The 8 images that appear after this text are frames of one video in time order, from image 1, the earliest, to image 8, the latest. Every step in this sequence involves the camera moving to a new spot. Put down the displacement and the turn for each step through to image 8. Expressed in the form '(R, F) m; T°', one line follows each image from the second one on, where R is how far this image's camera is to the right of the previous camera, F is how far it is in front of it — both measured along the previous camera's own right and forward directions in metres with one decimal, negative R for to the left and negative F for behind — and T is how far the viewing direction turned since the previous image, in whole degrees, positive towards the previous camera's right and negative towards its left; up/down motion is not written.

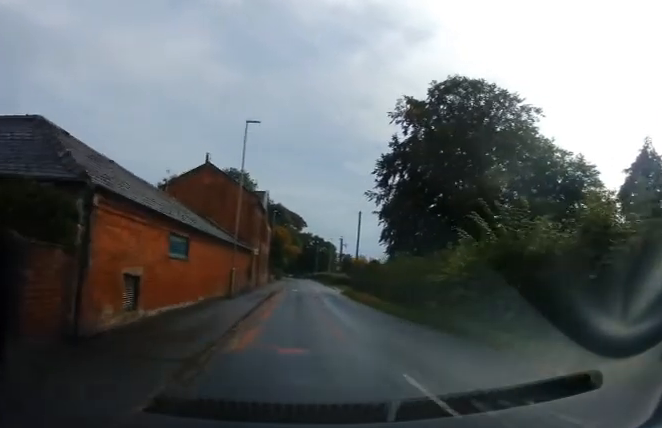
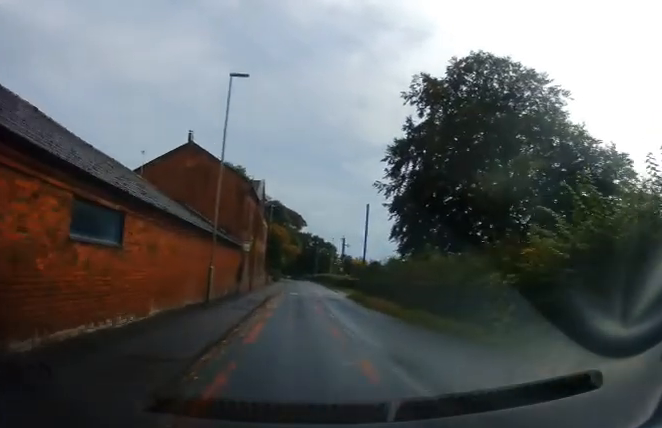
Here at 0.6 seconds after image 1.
(+0.1, +5.6) m; +1°
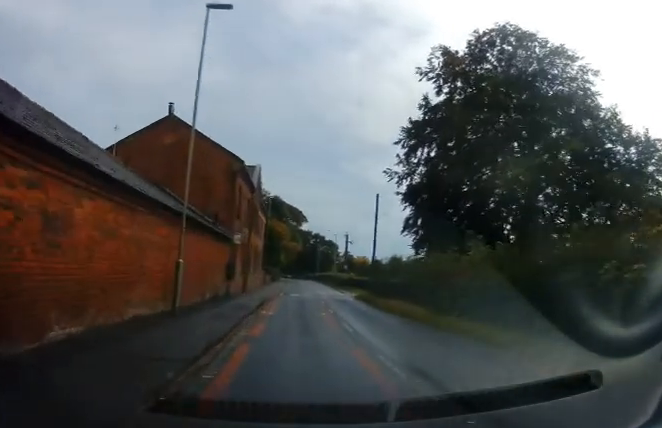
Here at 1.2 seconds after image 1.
(+0.1, +4.8) m; 0°
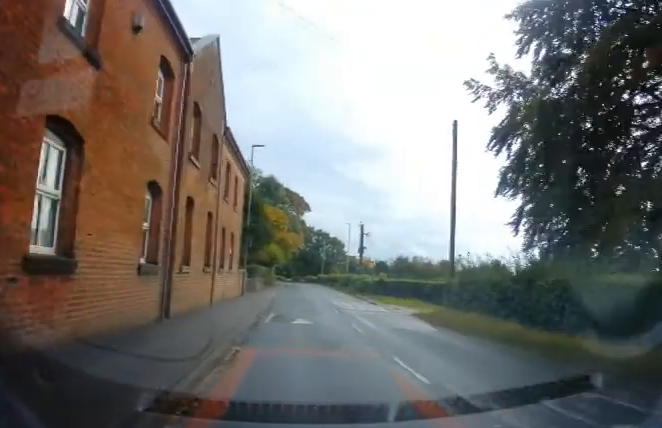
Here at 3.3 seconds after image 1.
(0.0, +18.1) m; -1°
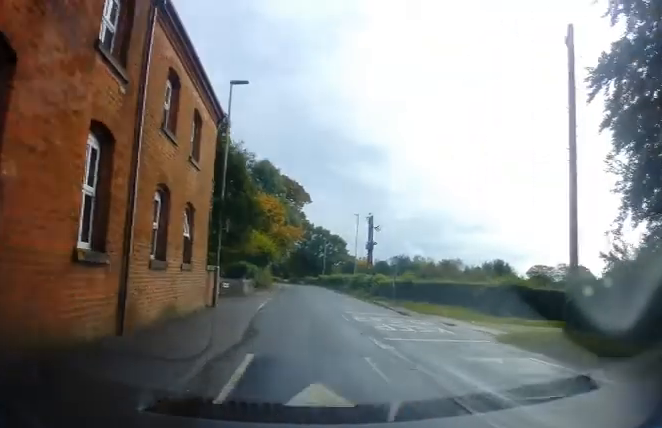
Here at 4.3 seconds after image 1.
(-0.3, +8.7) m; -1°
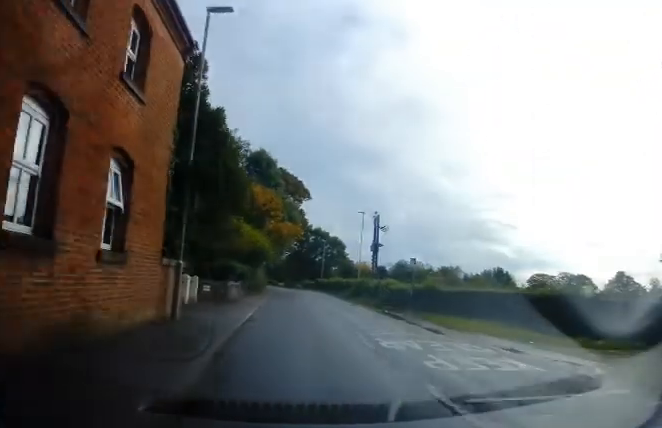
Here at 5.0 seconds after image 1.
(+0.1, +5.1) m; +2°
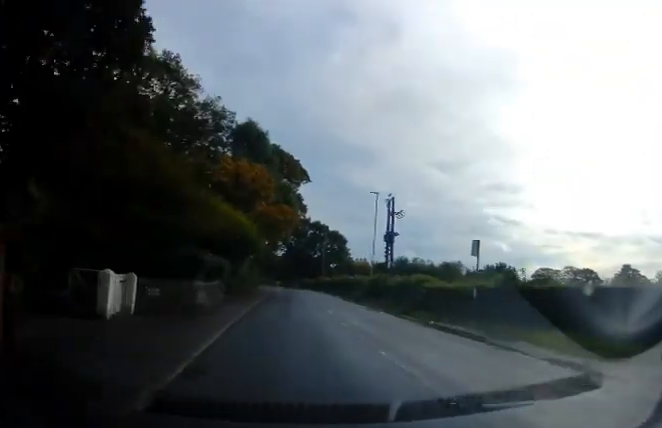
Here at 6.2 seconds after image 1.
(+0.3, +8.9) m; 0°
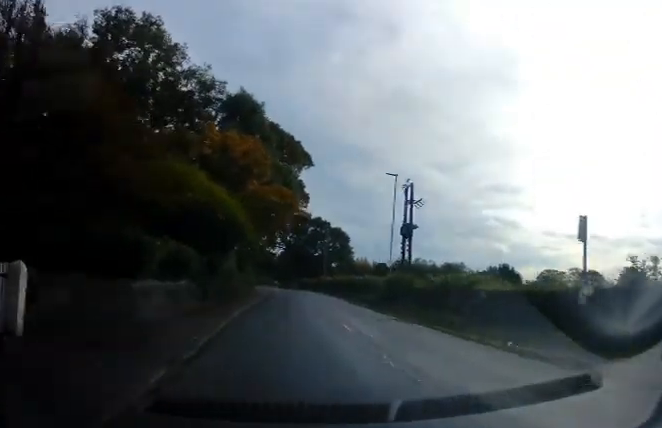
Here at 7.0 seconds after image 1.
(-0.3, +6.6) m; +1°
